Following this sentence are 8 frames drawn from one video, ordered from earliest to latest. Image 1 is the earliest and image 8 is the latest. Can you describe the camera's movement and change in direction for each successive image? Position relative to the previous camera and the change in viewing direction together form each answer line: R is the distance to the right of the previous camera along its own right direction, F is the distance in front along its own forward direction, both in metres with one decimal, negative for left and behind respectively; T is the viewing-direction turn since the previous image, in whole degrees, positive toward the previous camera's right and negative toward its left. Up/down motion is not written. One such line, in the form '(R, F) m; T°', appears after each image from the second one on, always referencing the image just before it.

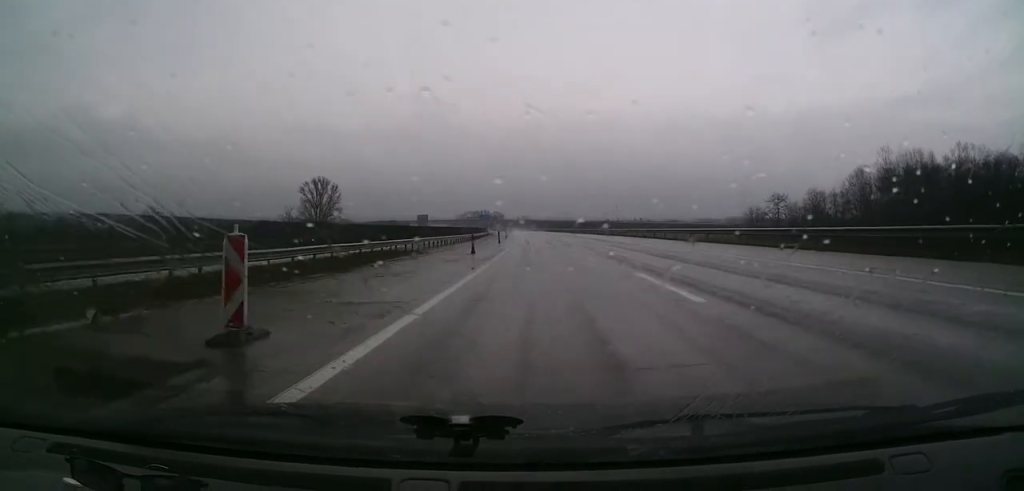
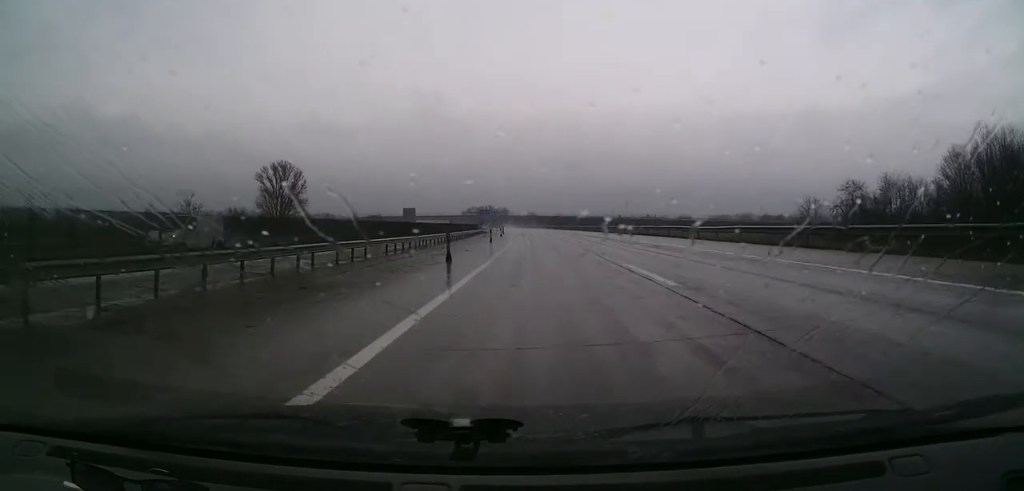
(-0.3, +34.1) m; 0°
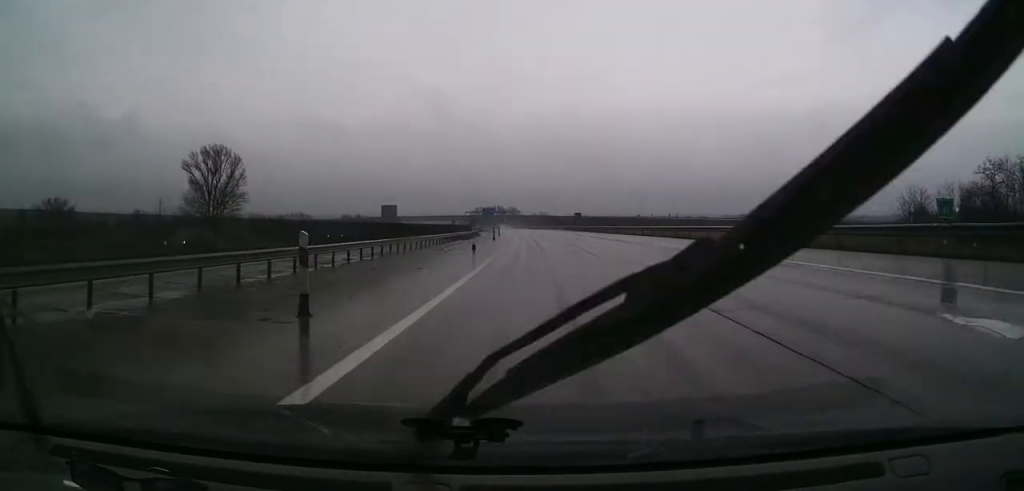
(+0.4, +38.1) m; 0°
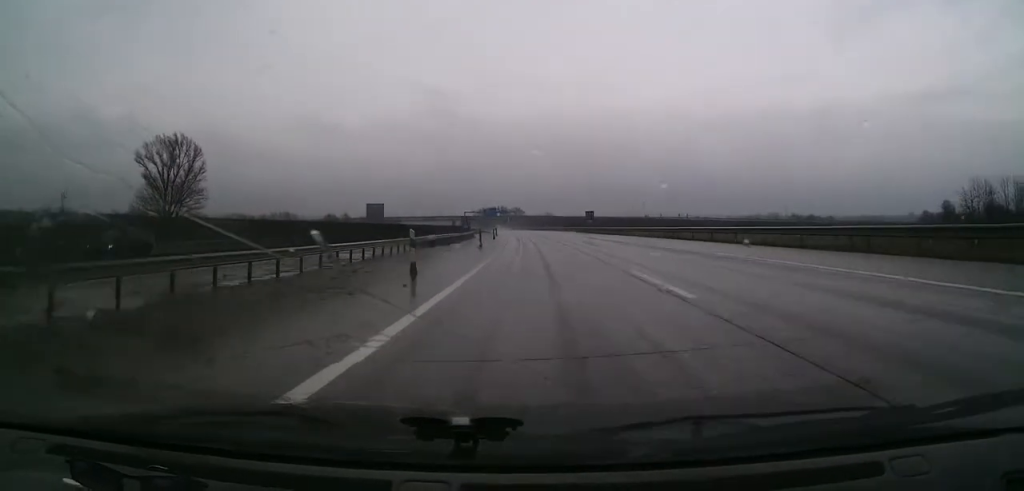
(+0.3, +17.7) m; -1°
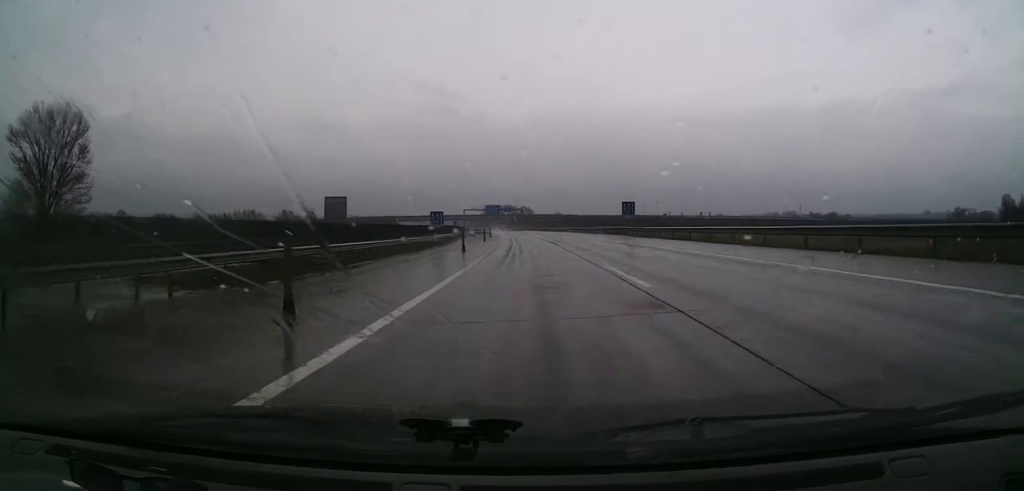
(-0.8, +32.7) m; -2°
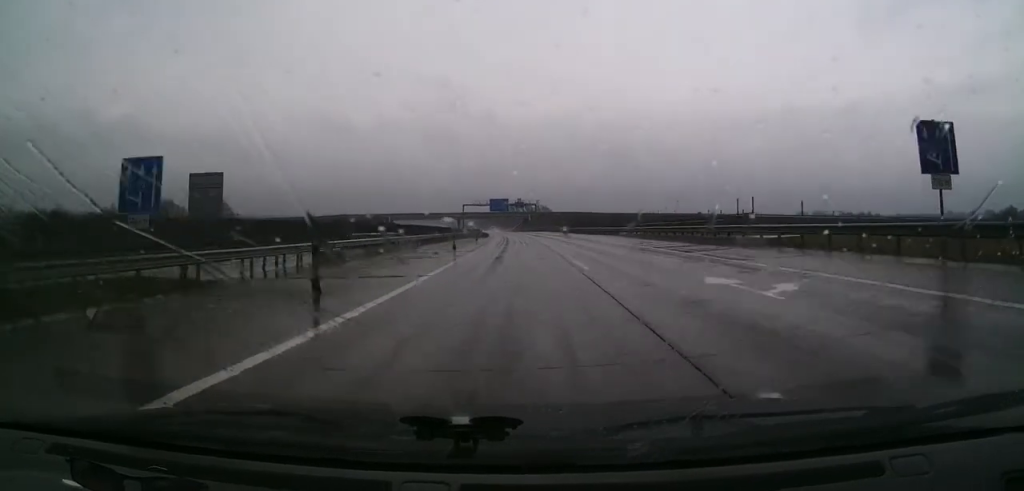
(-0.2, +47.9) m; -1°
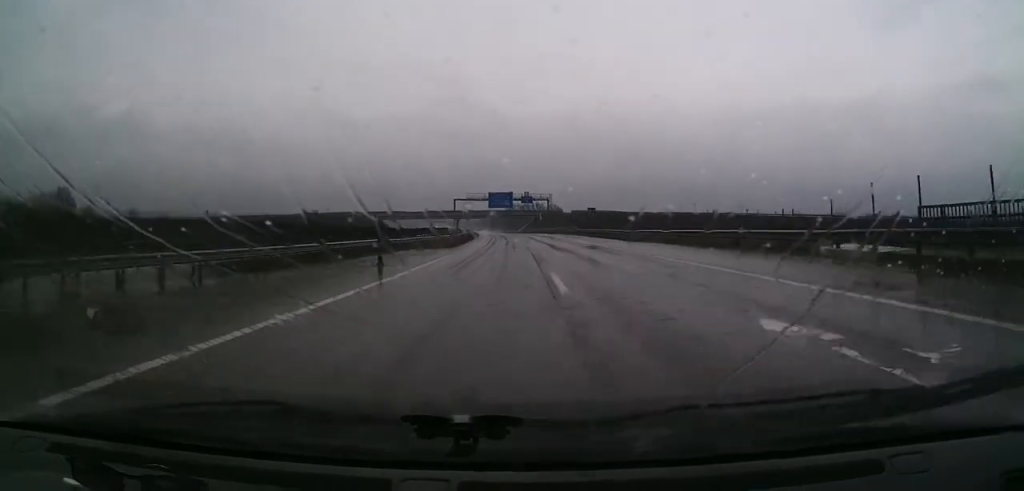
(-0.4, +39.6) m; -1°
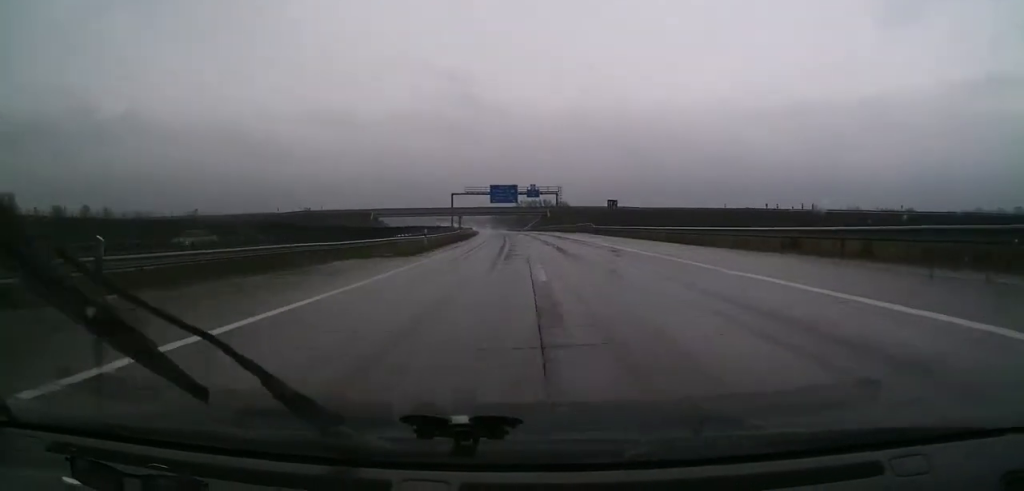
(0.0, +15.0) m; -1°
